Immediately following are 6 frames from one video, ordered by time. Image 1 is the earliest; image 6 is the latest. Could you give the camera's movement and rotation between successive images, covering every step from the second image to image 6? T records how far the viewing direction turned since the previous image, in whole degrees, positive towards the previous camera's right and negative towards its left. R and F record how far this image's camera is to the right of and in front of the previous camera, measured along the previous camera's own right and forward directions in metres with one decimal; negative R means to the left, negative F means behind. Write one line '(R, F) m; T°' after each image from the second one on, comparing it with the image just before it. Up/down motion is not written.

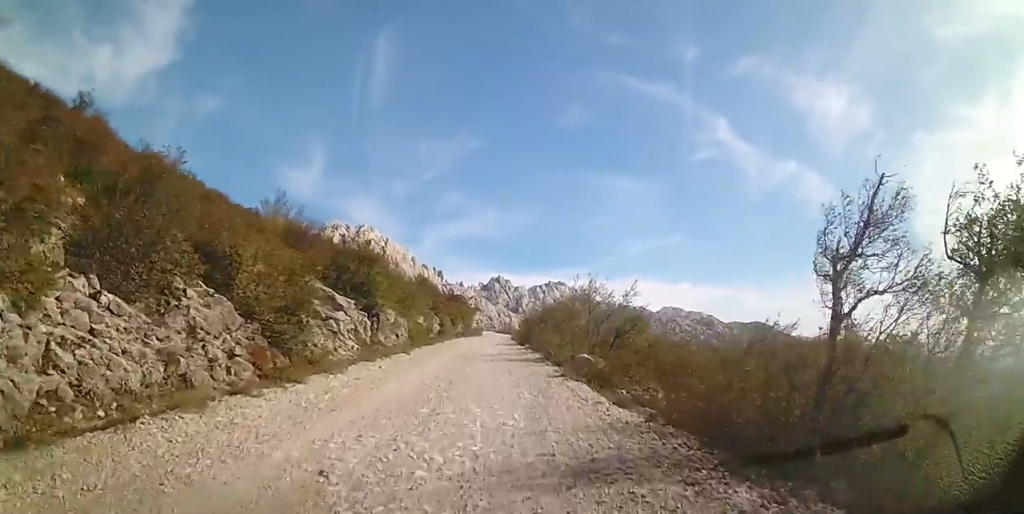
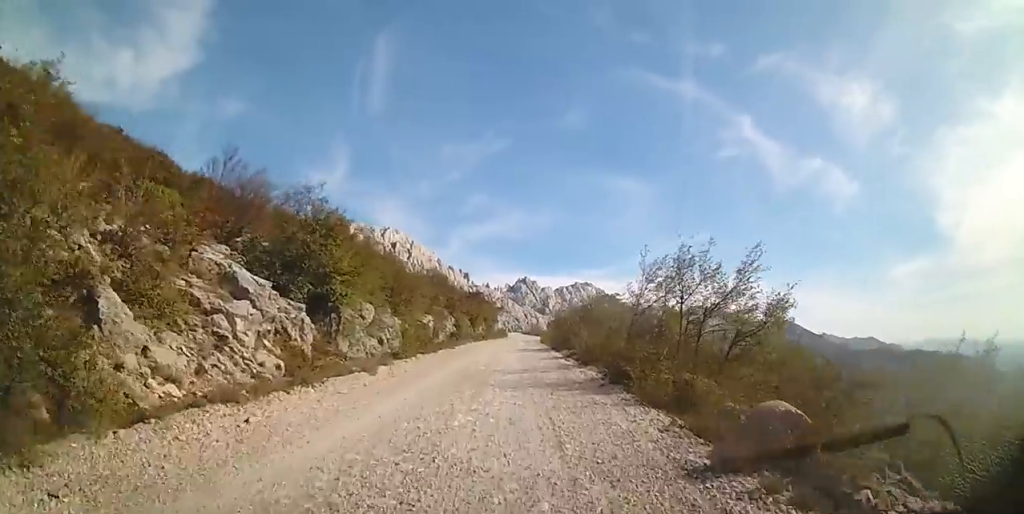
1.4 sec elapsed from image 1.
(-0.1, +9.4) m; -1°
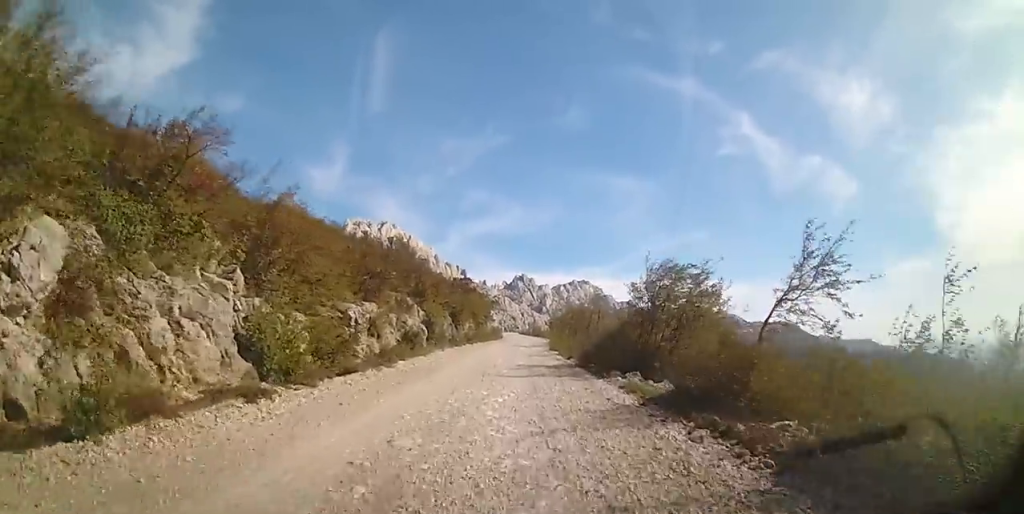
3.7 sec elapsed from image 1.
(-0.3, +14.8) m; -4°
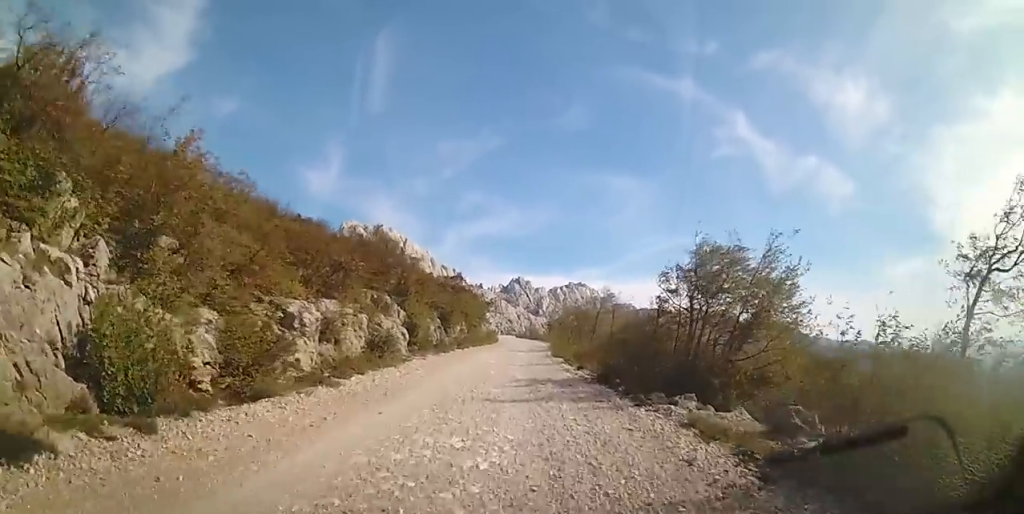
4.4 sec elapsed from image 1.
(-0.1, +4.6) m; +1°
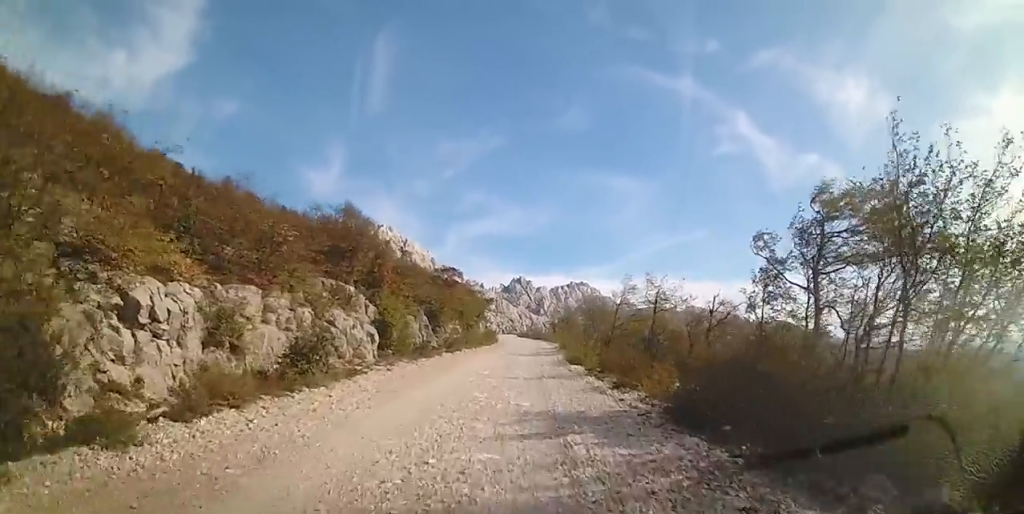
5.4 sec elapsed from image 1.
(+0.1, +6.4) m; +2°
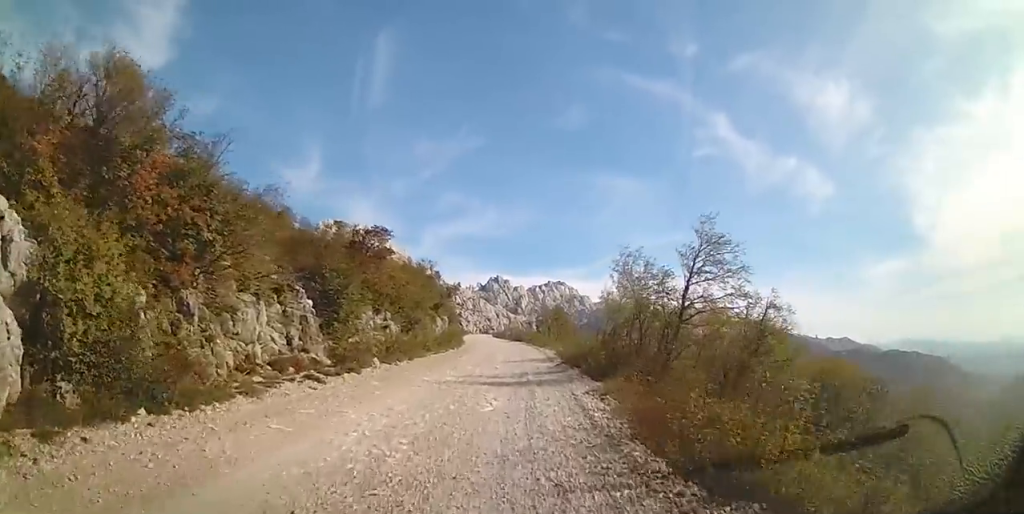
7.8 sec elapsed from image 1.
(+0.3, +15.9) m; +2°
